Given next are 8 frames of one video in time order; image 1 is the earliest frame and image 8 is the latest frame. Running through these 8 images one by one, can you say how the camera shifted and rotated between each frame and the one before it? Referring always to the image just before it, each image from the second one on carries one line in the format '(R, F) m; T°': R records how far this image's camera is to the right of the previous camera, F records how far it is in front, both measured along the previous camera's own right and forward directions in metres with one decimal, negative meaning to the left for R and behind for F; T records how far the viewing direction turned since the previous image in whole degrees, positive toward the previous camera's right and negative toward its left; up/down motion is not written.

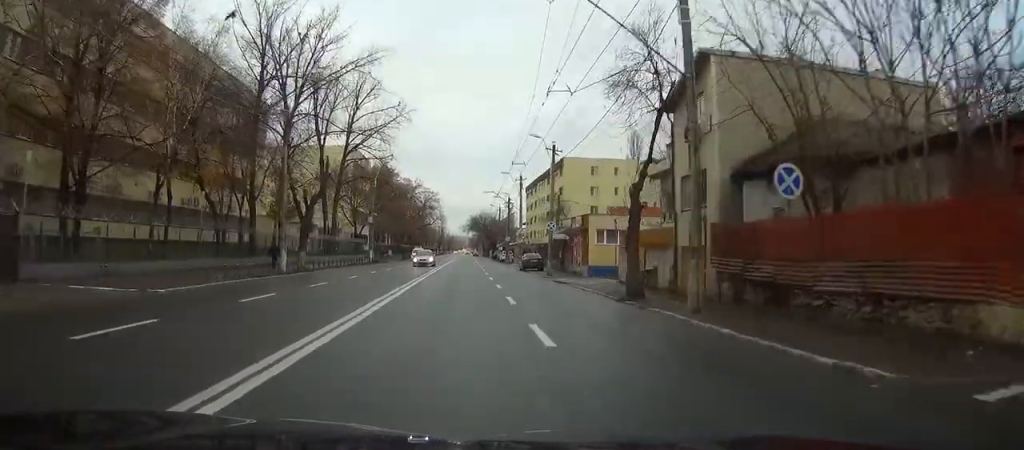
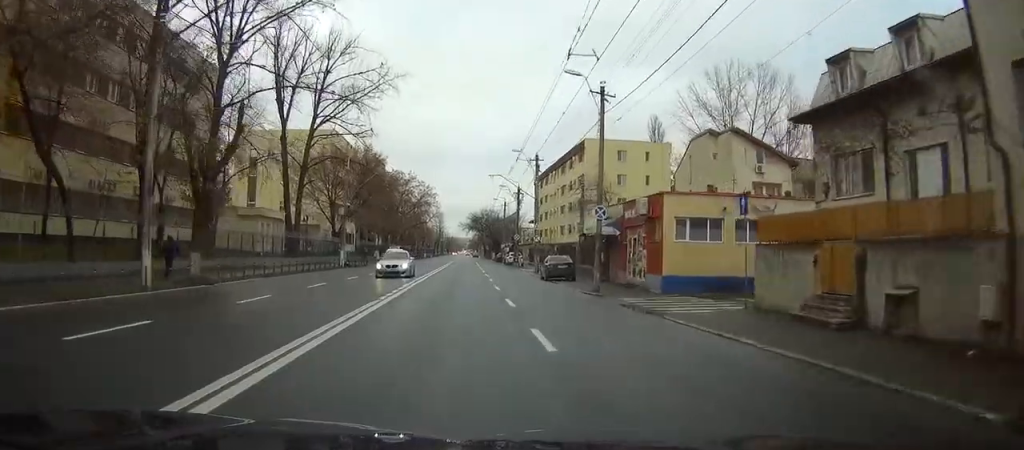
(0.0, +17.8) m; 0°
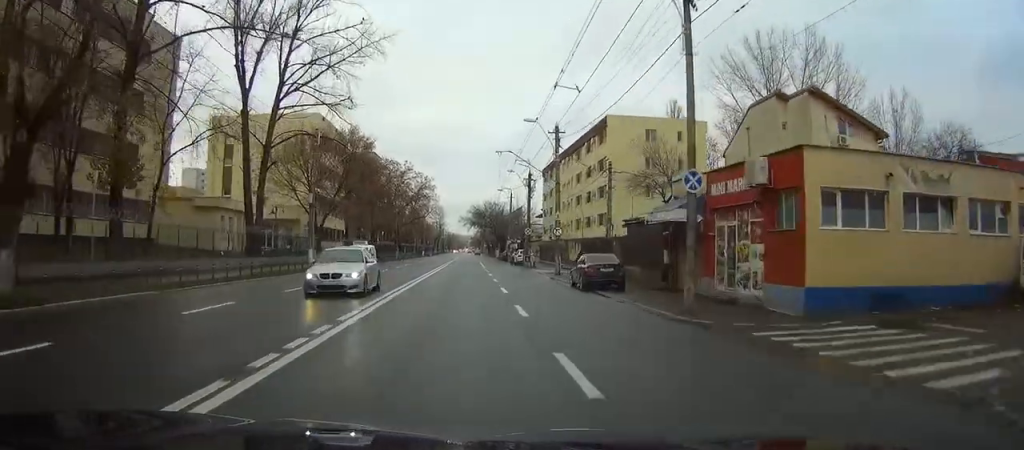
(-0.1, +12.0) m; 0°
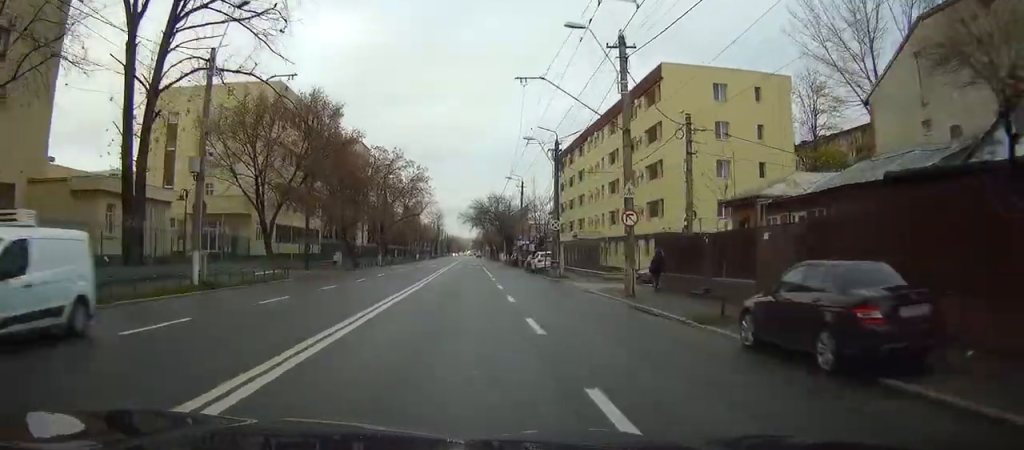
(+0.1, +20.4) m; 0°
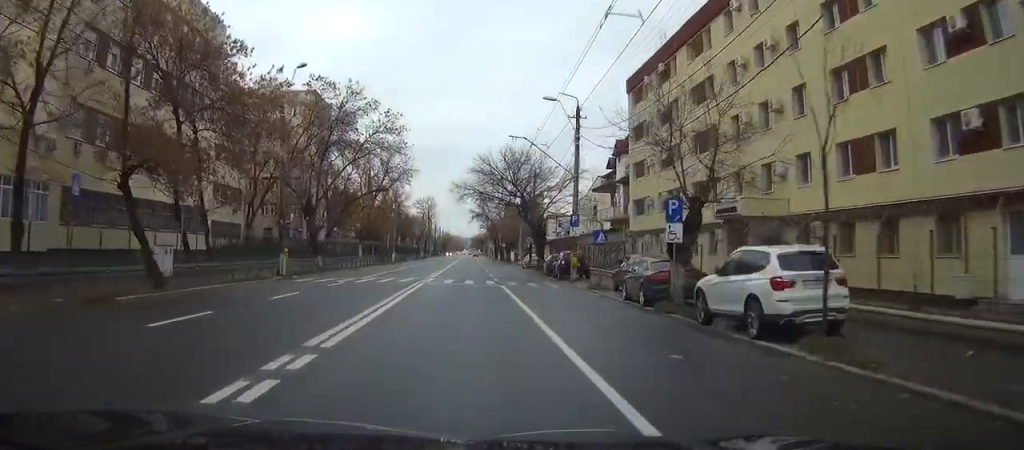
(-0.2, +42.2) m; 0°
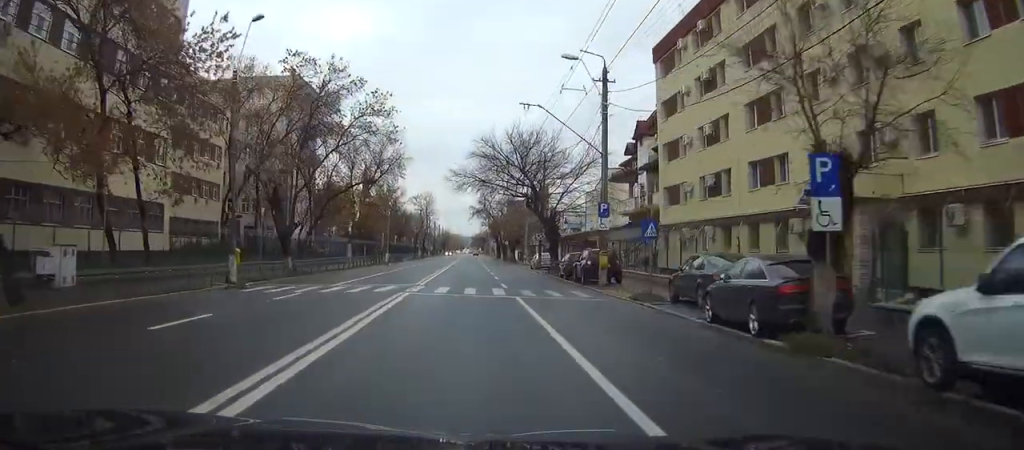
(0.0, +8.6) m; 0°
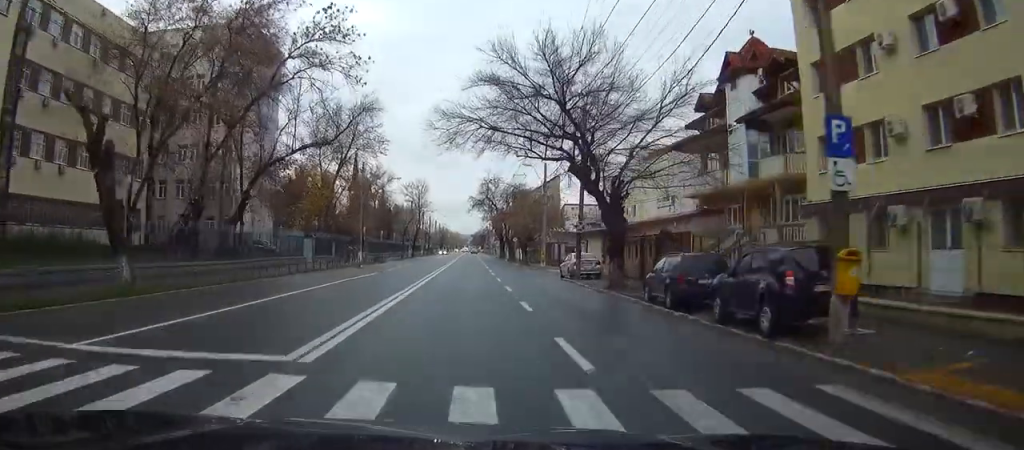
(+0.1, +20.9) m; 0°
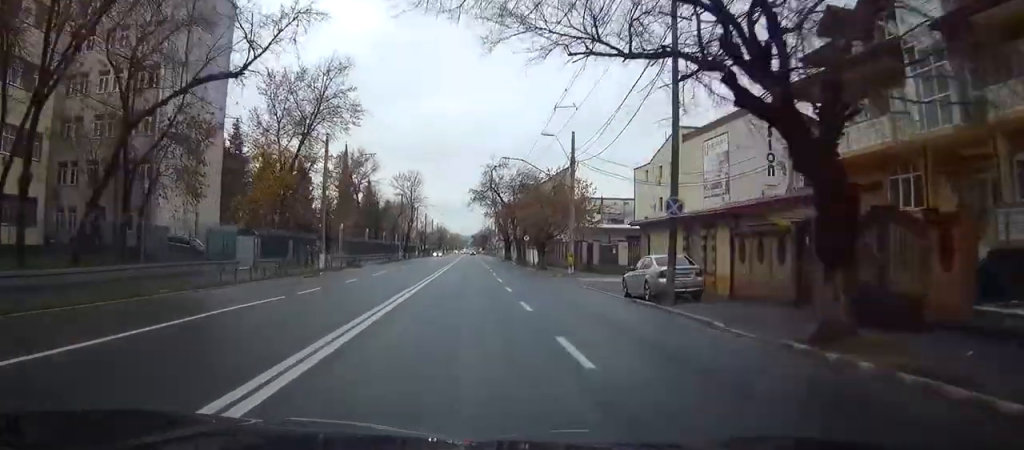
(0.0, +17.2) m; 0°
